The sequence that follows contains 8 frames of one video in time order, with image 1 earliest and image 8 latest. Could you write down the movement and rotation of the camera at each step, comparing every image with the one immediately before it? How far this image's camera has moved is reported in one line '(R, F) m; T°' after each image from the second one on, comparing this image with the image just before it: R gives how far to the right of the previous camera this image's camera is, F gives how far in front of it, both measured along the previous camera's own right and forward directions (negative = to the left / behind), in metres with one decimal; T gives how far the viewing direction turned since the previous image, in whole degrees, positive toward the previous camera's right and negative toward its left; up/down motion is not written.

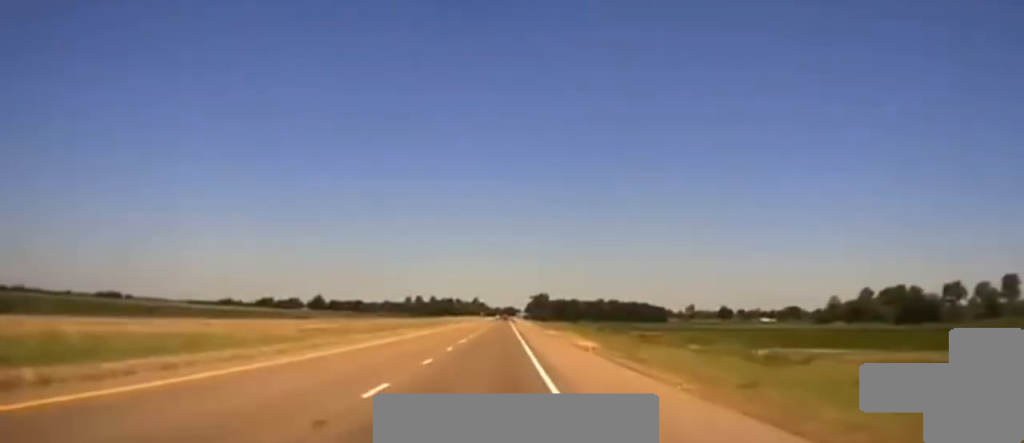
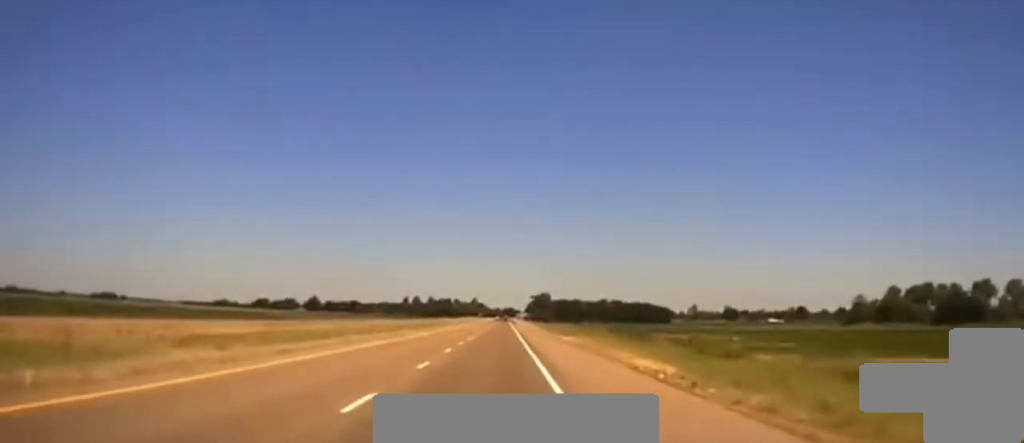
(+0.1, +27.8) m; 0°
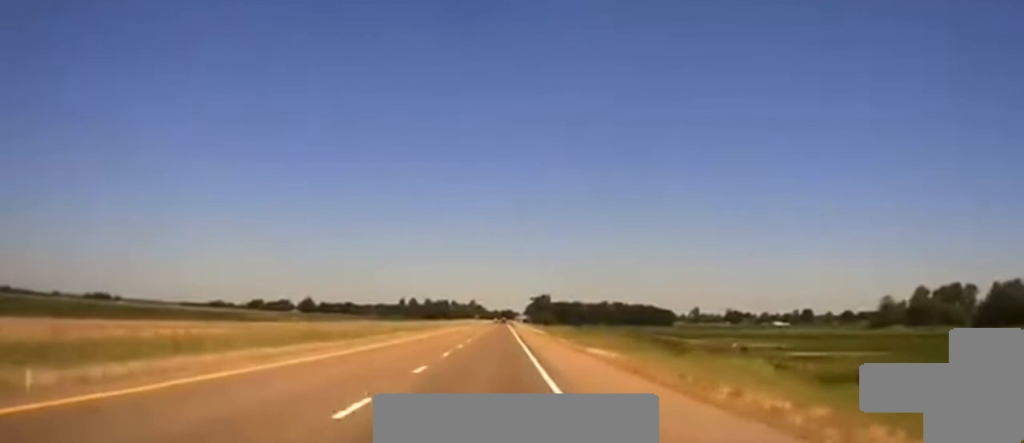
(-0.2, +25.7) m; 0°
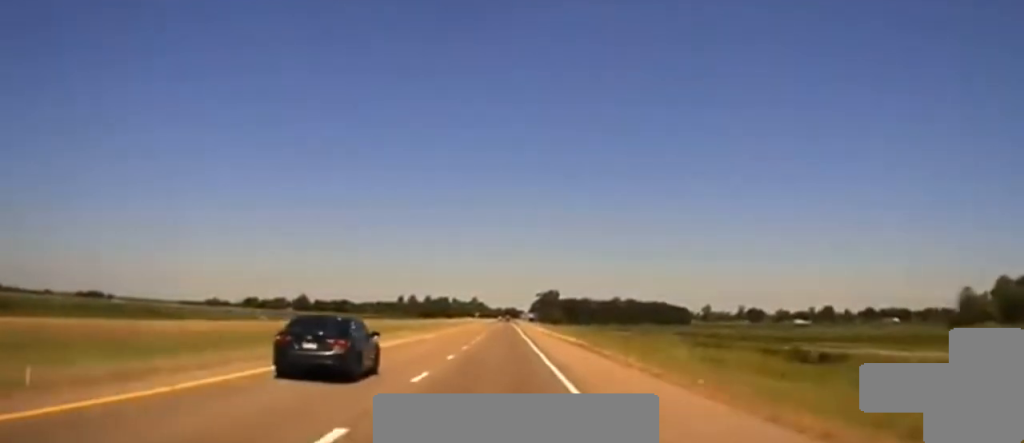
(0.0, +51.7) m; +1°
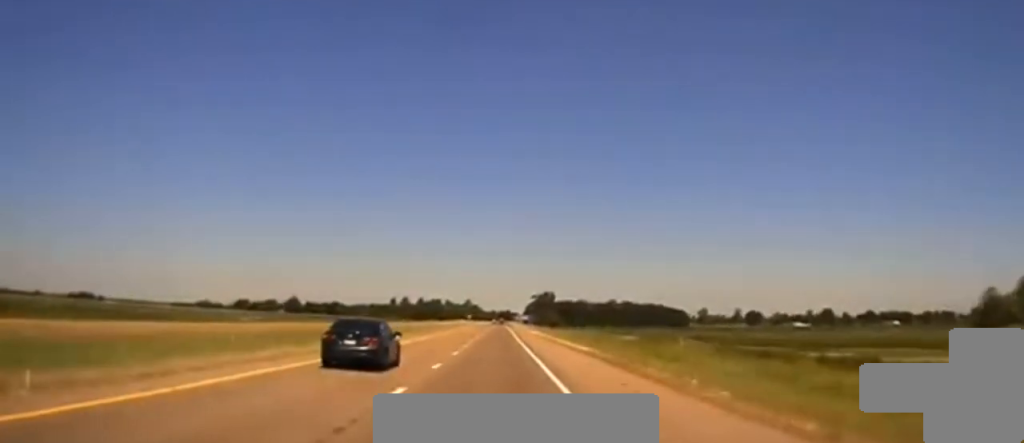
(+0.2, +16.4) m; 0°
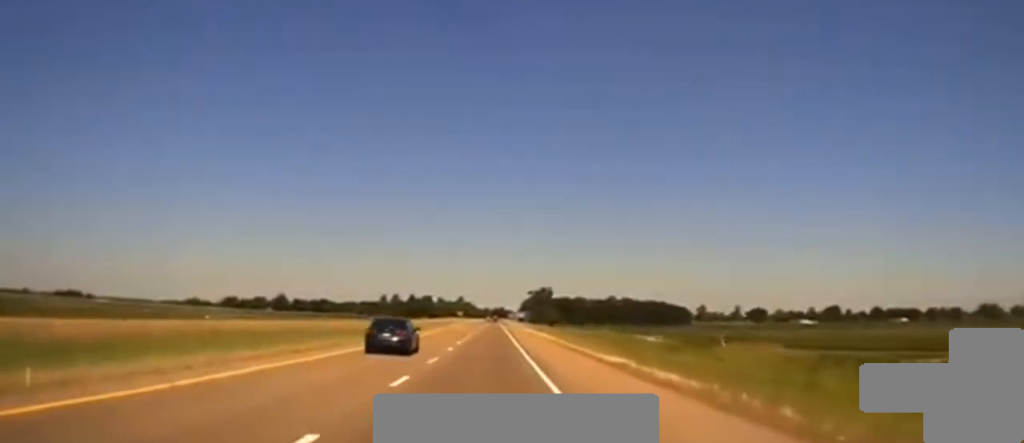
(+0.1, +30.5) m; 0°
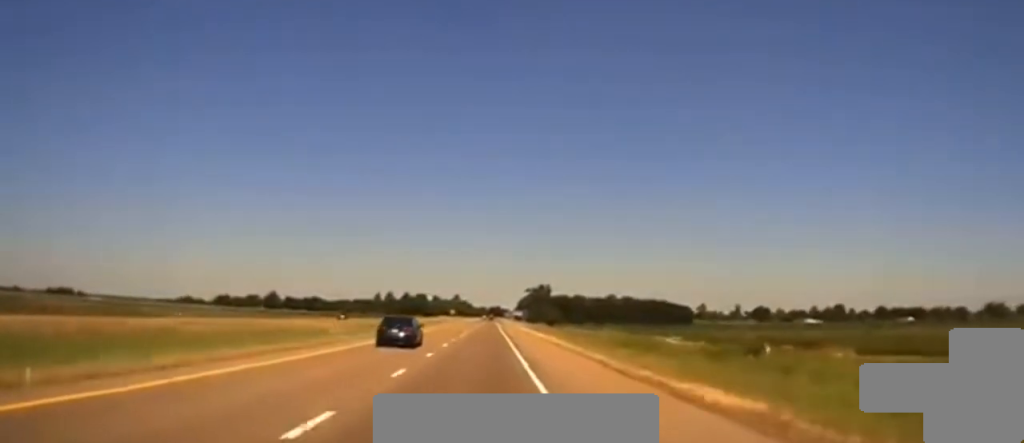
(0.0, +19.5) m; 0°
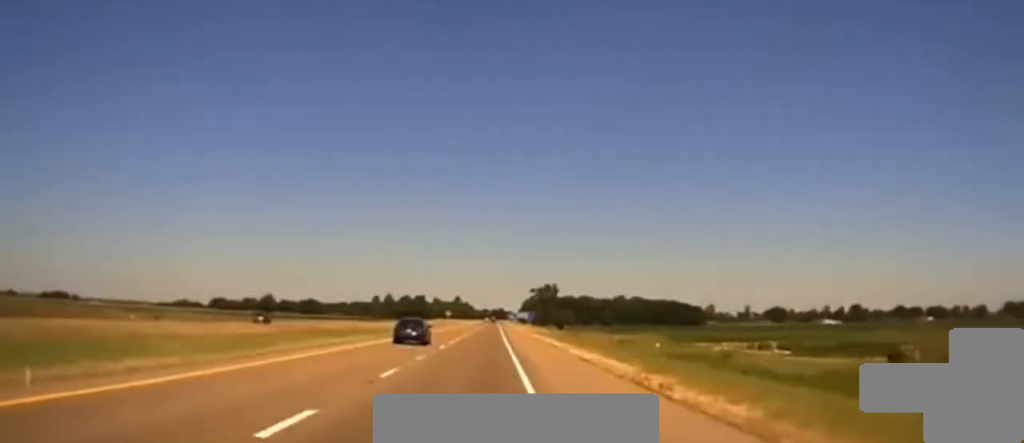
(+0.3, +33.3) m; 0°
